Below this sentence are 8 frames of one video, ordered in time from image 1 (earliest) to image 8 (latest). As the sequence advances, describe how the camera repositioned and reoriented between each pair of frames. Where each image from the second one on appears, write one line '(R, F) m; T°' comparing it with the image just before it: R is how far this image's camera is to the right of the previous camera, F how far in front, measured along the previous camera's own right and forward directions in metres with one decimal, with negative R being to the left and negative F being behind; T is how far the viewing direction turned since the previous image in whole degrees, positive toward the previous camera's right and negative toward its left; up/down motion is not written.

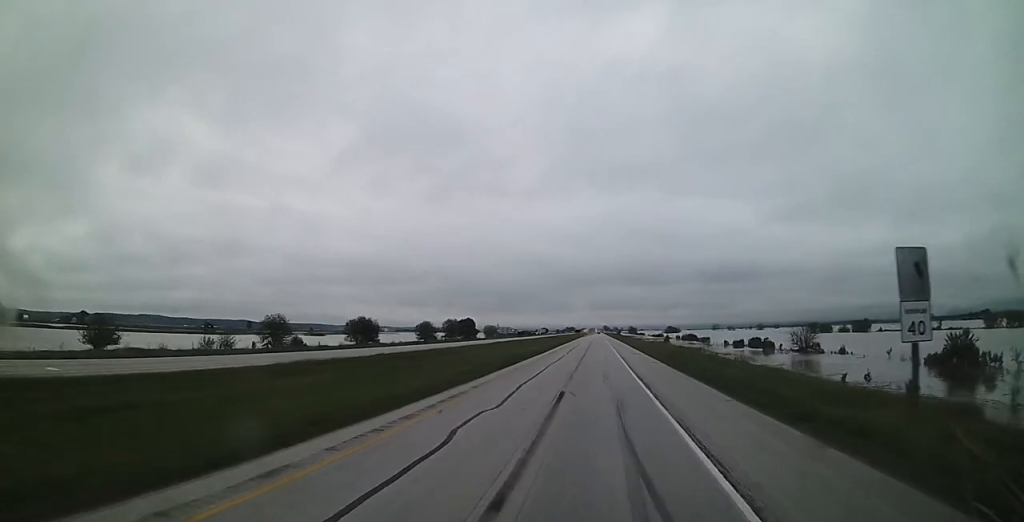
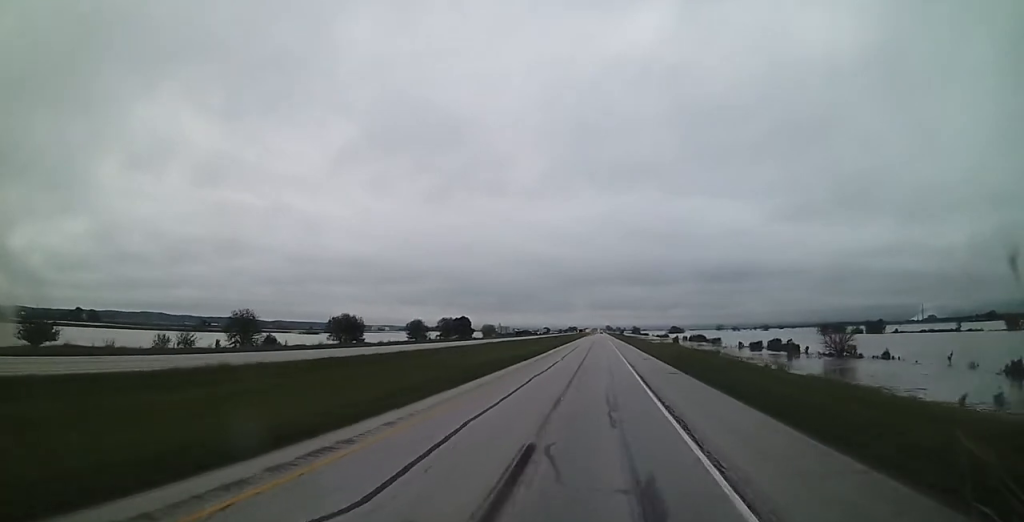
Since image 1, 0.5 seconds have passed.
(+0.2, +11.4) m; 0°
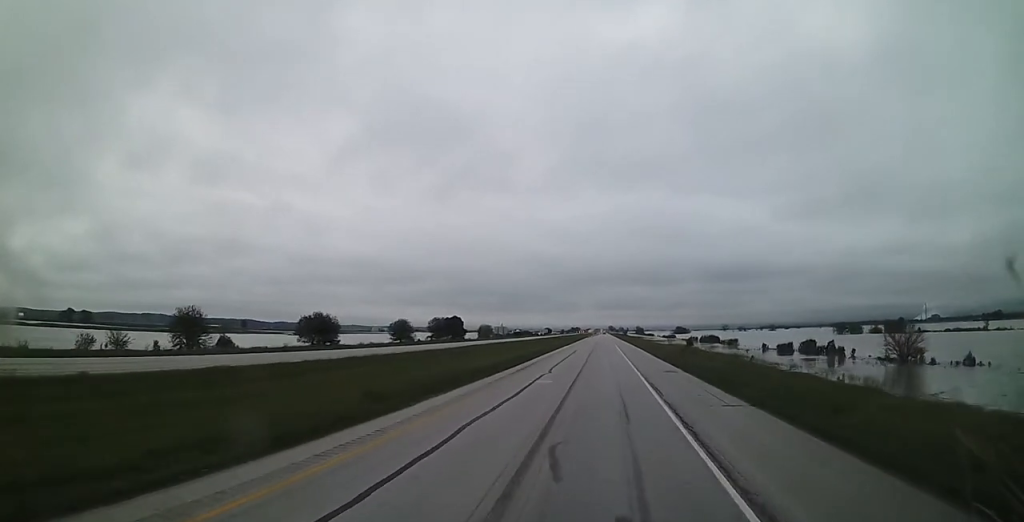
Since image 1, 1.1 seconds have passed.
(-0.3, +15.5) m; -1°
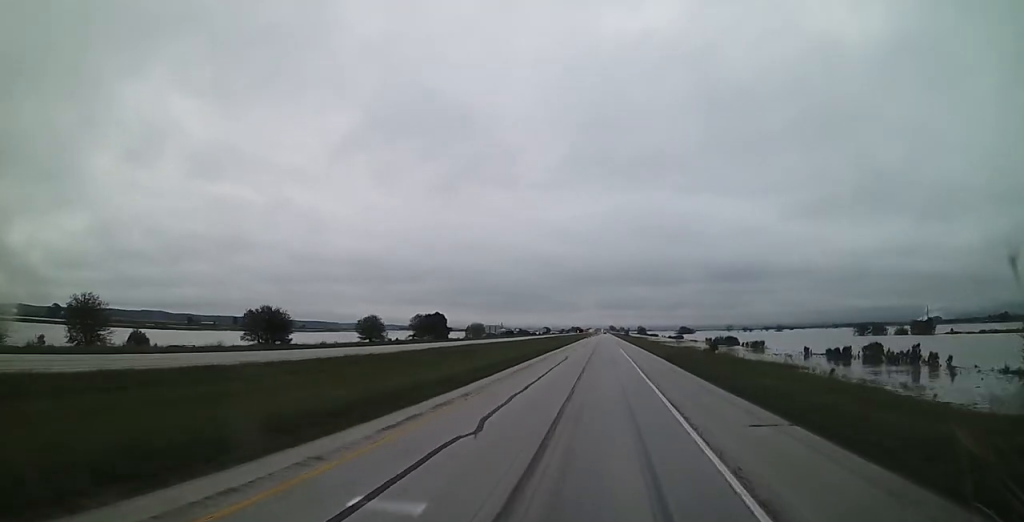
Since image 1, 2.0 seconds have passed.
(-0.2, +21.3) m; 0°
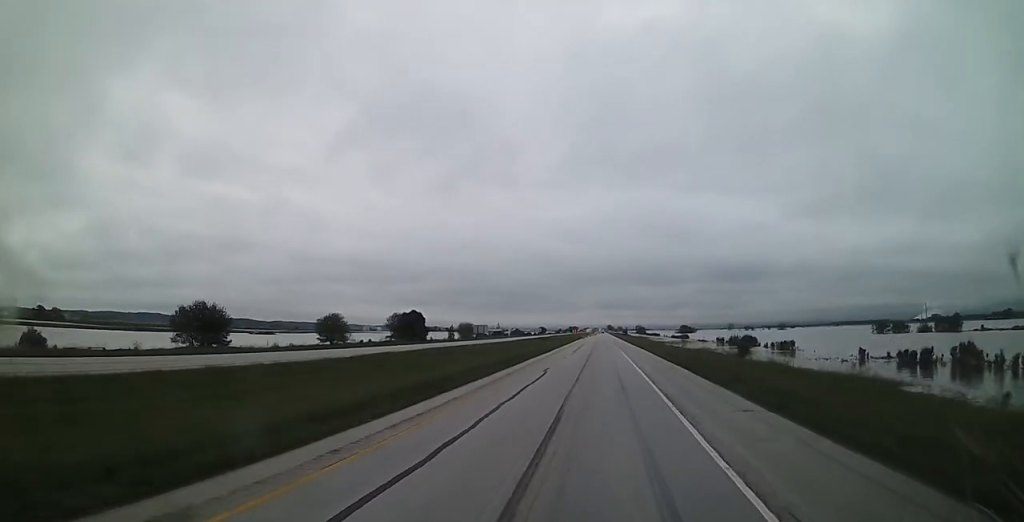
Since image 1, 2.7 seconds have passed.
(0.0, +18.8) m; 0°
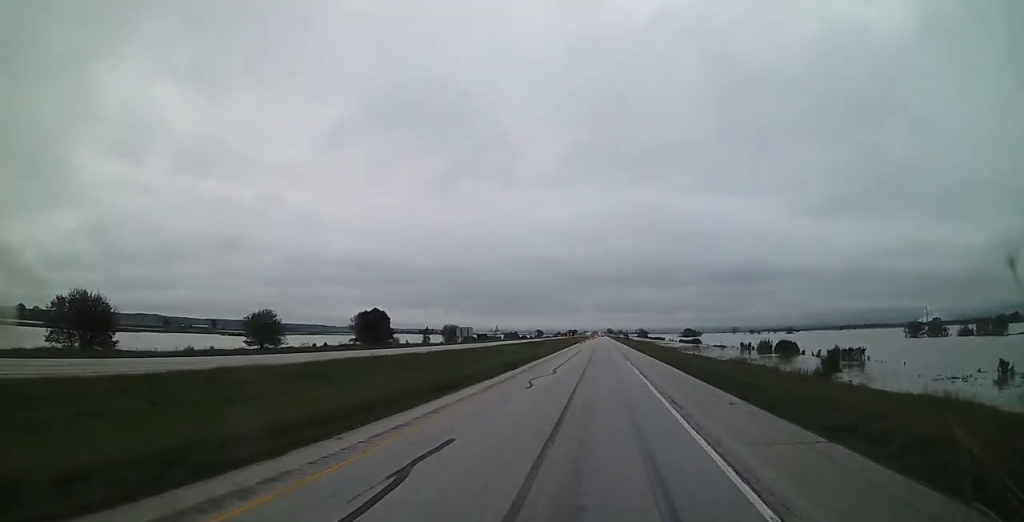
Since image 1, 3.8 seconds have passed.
(0.0, +25.5) m; 0°
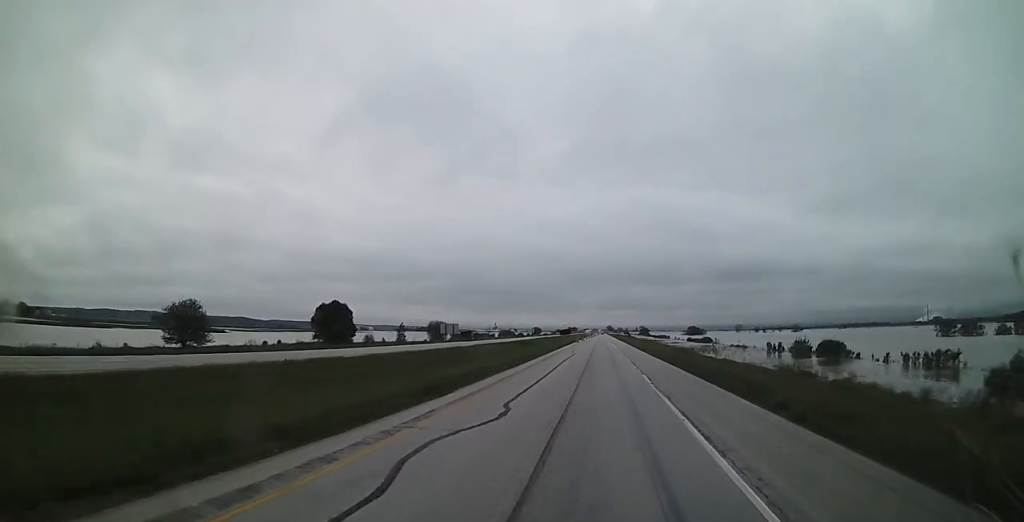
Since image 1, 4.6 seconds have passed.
(-0.1, +19.7) m; 0°
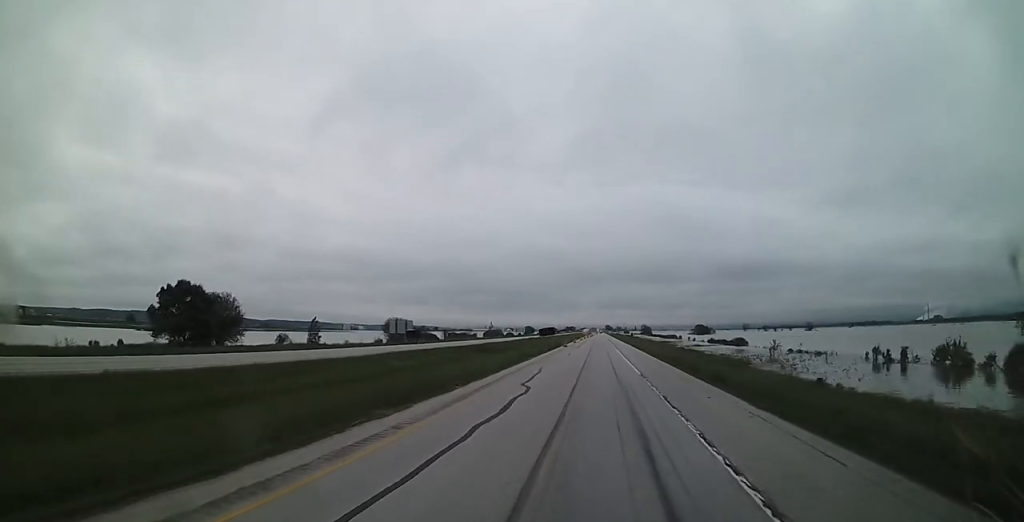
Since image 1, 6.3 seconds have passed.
(+0.7, +41.8) m; +2°
